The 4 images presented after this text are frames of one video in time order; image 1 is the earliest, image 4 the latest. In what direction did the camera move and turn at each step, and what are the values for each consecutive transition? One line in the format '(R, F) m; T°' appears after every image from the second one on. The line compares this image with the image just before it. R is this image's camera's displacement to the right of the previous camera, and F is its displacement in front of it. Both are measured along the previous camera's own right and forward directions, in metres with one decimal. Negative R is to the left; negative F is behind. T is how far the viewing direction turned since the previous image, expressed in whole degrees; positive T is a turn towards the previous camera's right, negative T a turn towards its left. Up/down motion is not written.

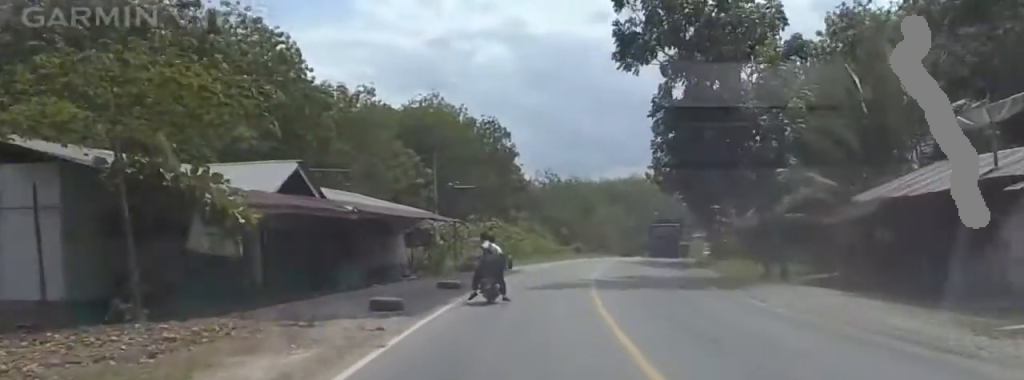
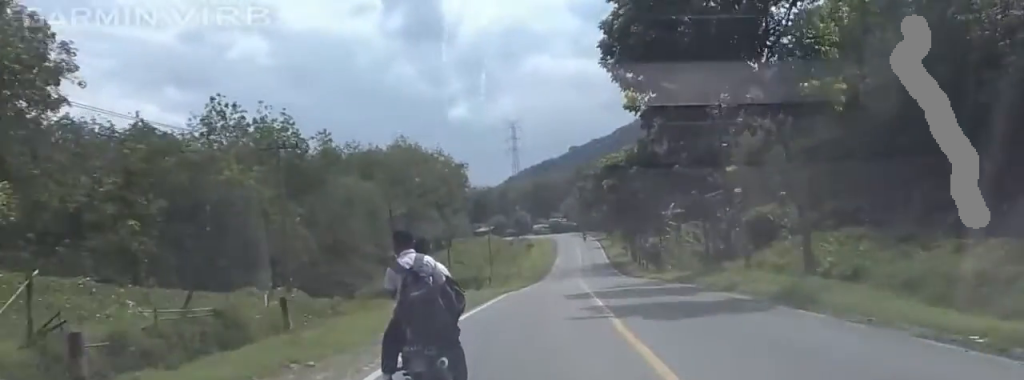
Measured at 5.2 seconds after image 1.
(-0.8, +81.8) m; 0°
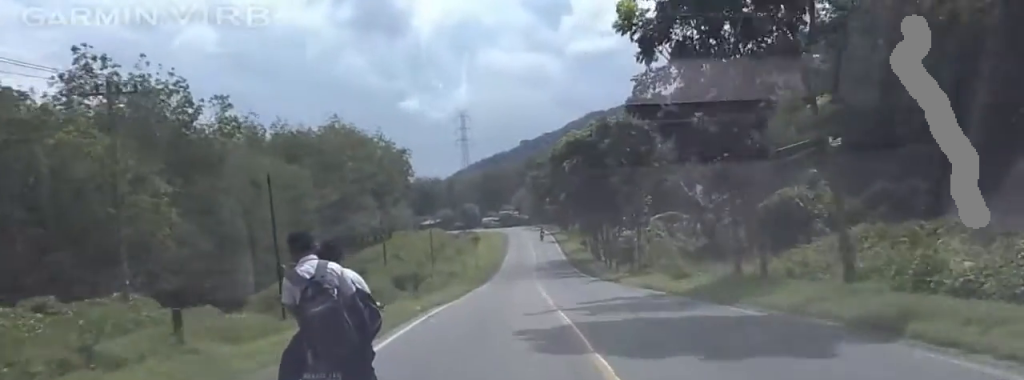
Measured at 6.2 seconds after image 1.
(0.0, +15.0) m; -1°
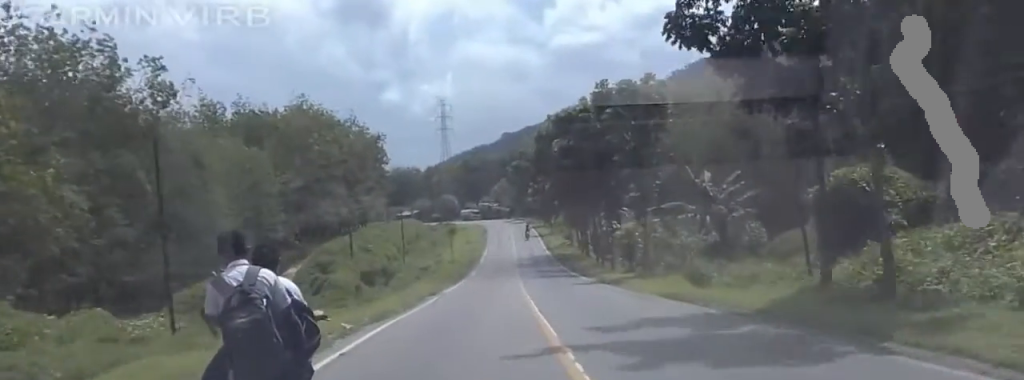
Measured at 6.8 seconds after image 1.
(0.0, +9.4) m; -1°
